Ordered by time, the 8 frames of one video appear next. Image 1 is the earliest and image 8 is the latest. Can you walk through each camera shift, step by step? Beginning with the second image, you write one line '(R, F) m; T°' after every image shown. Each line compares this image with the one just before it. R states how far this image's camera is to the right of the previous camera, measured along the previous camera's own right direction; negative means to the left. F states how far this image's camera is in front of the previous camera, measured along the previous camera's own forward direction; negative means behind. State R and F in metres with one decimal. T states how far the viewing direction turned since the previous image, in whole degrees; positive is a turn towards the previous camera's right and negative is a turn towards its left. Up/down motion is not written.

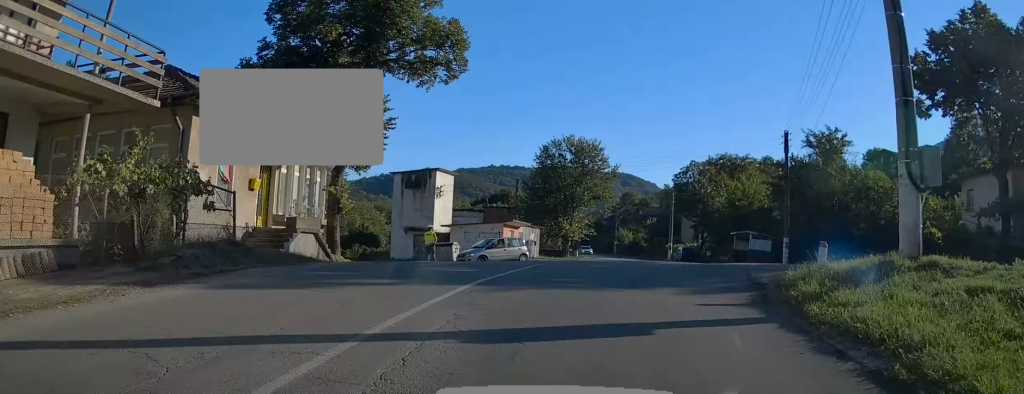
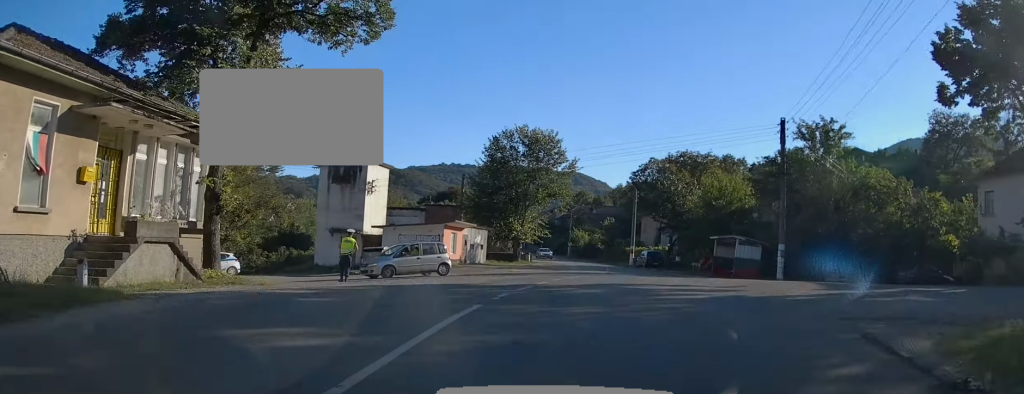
(+0.4, +6.9) m; +6°
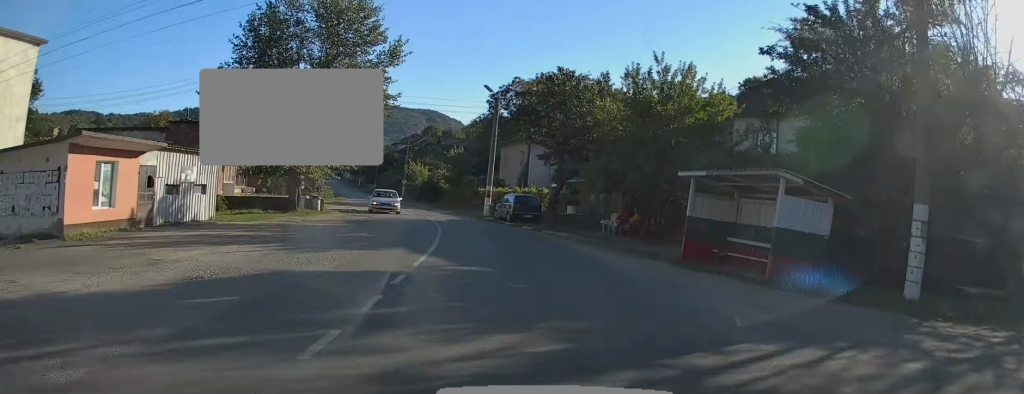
(+2.1, +23.1) m; +7°
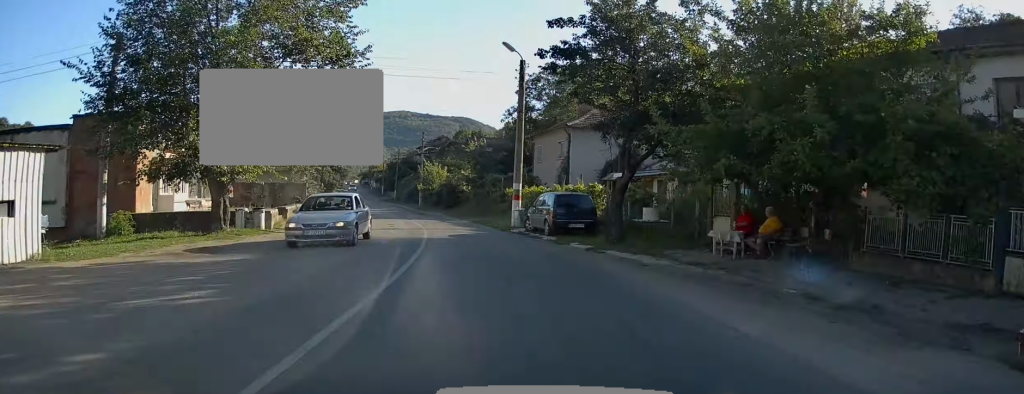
(-0.1, +11.7) m; -3°
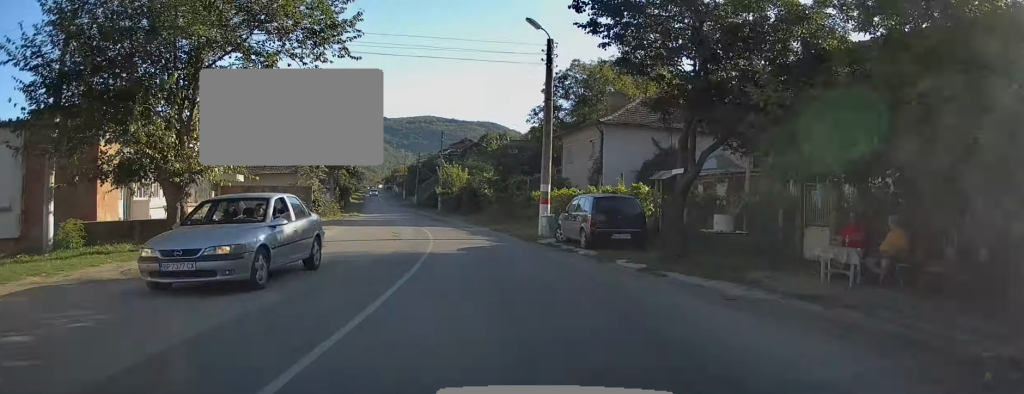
(0.0, +4.5) m; -2°
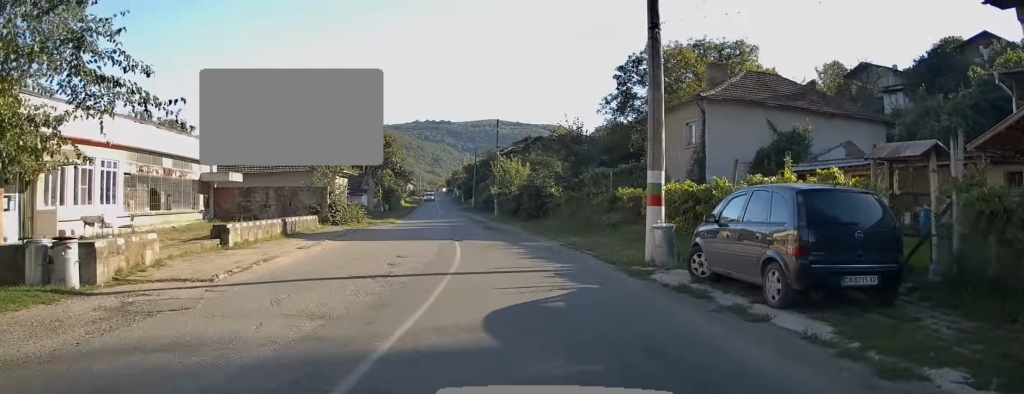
(-0.4, +9.7) m; -4°
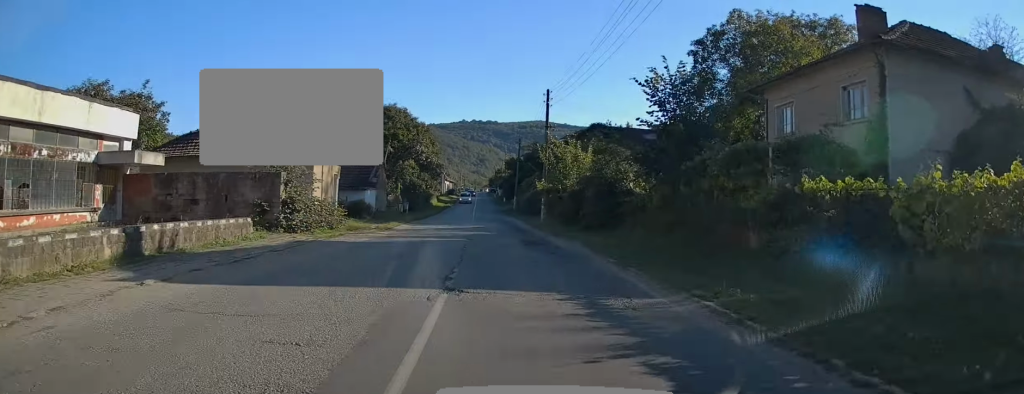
(-0.5, +12.0) m; -4°
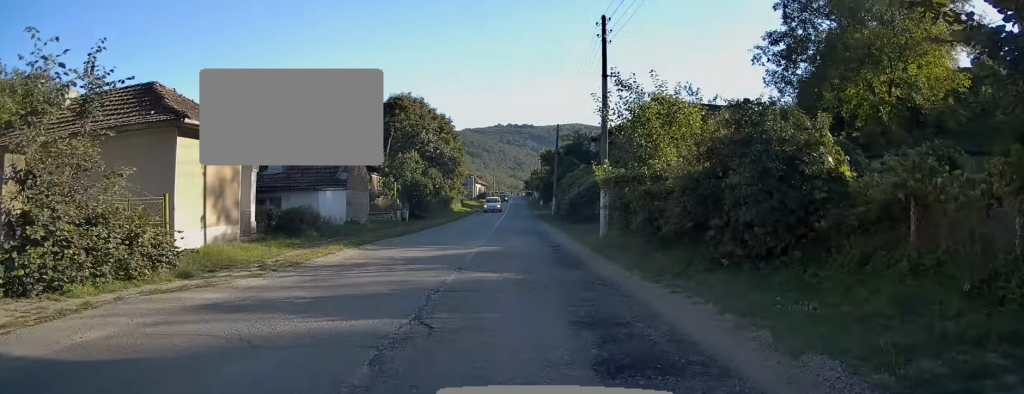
(-0.4, +13.6) m; -3°
